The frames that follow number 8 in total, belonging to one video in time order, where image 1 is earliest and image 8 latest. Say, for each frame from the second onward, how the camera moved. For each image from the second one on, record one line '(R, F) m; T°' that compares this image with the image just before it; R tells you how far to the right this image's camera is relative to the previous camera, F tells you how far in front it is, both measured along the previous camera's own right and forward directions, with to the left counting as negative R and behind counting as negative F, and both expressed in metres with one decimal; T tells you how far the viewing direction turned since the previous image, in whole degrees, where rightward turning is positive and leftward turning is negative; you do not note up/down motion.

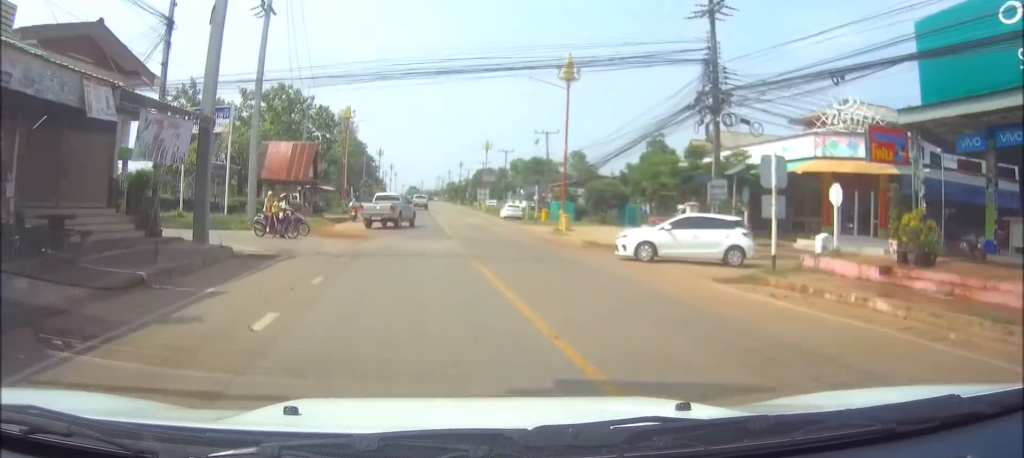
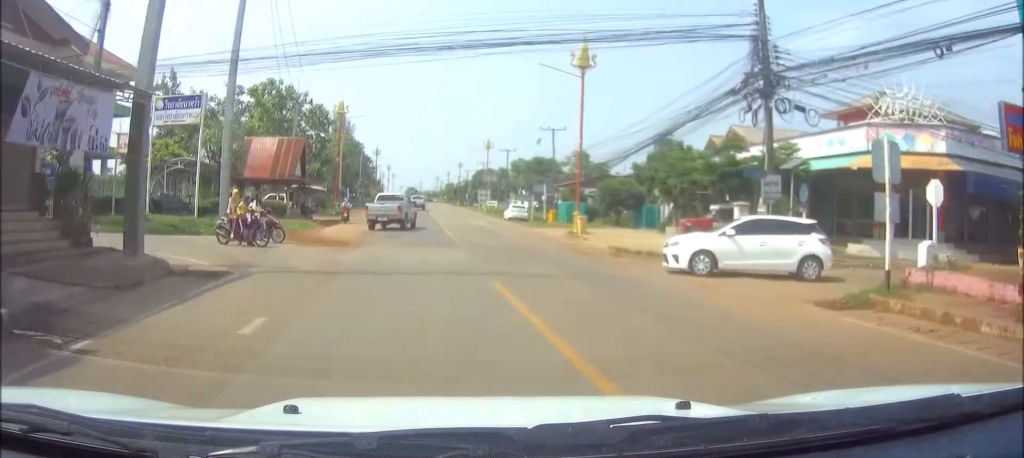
(0.0, +4.4) m; 0°
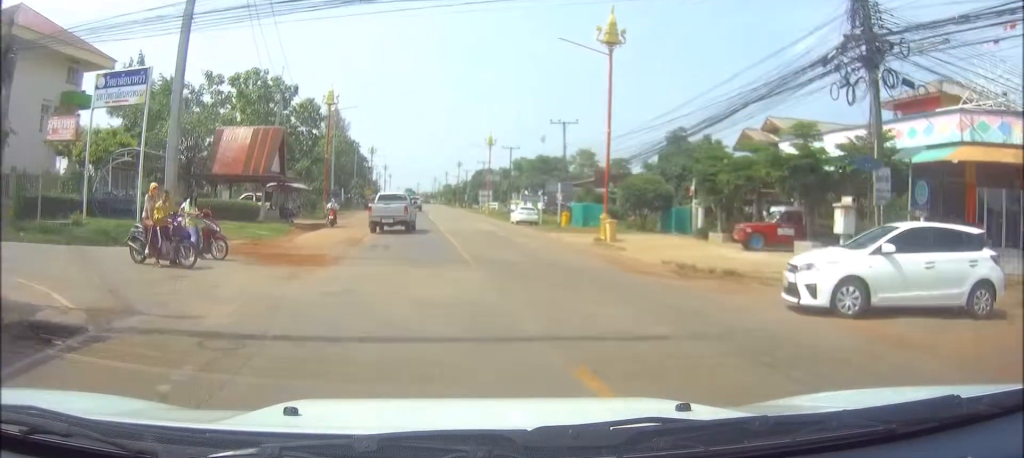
(0.0, +6.3) m; 0°
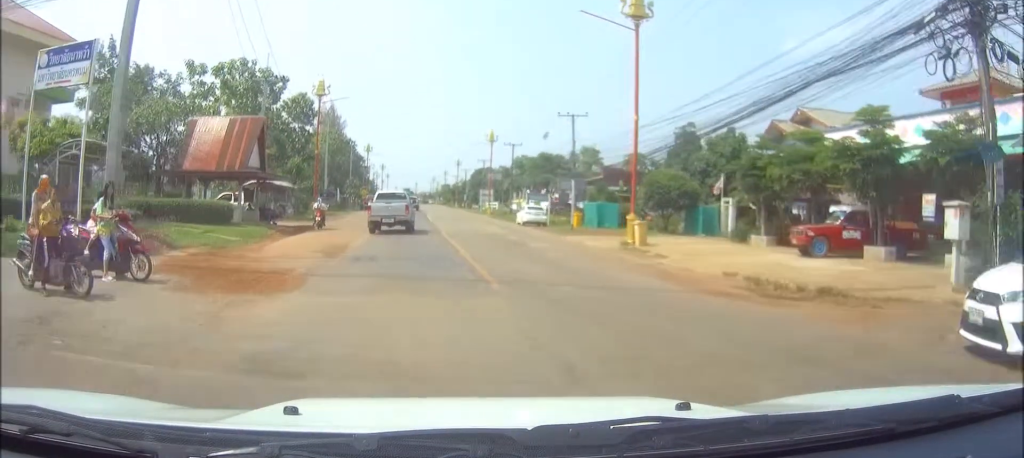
(0.0, +4.6) m; 0°
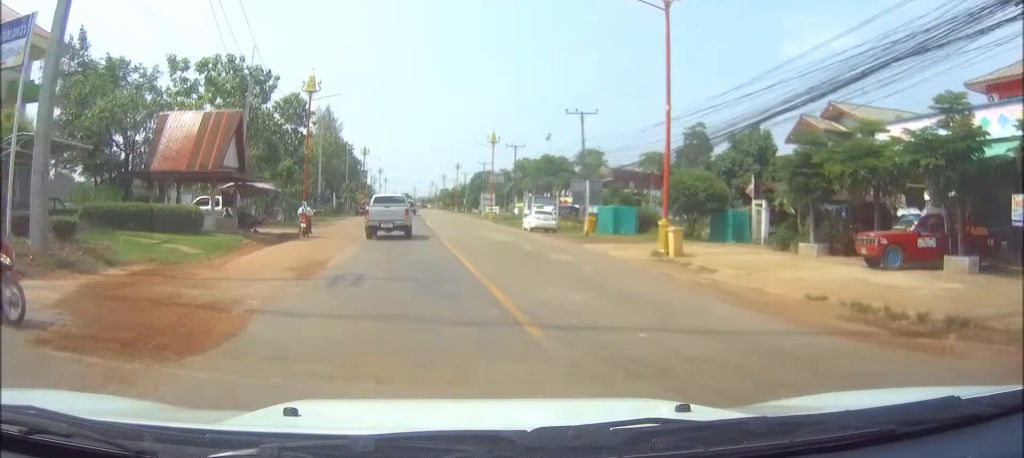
(0.0, +3.8) m; 0°
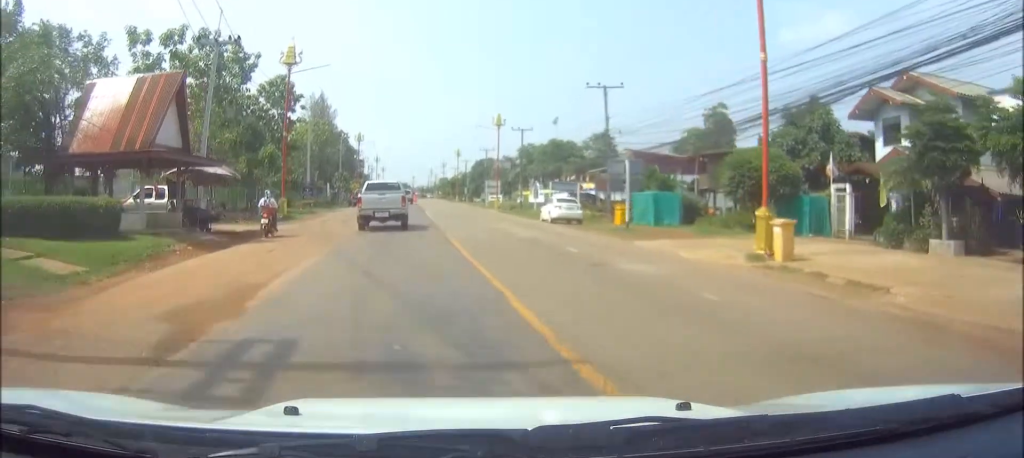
(0.0, +7.0) m; 0°
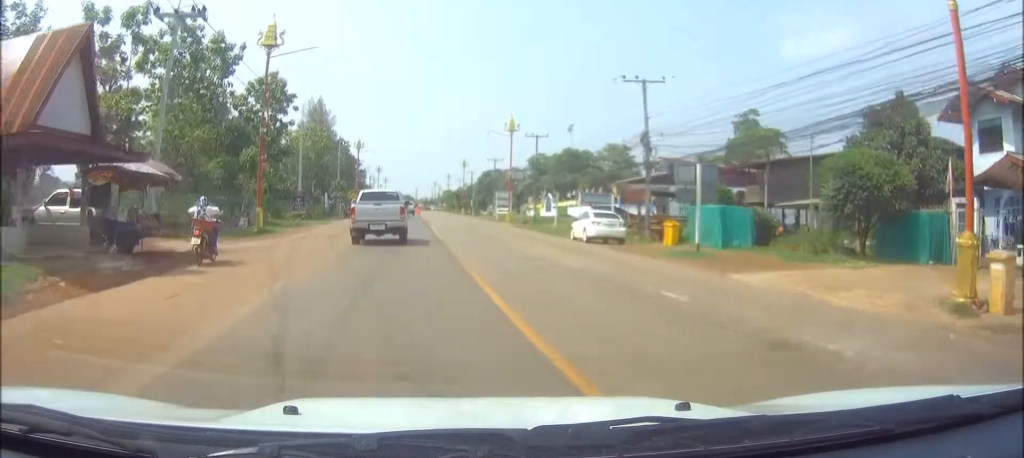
(0.0, +6.9) m; 0°
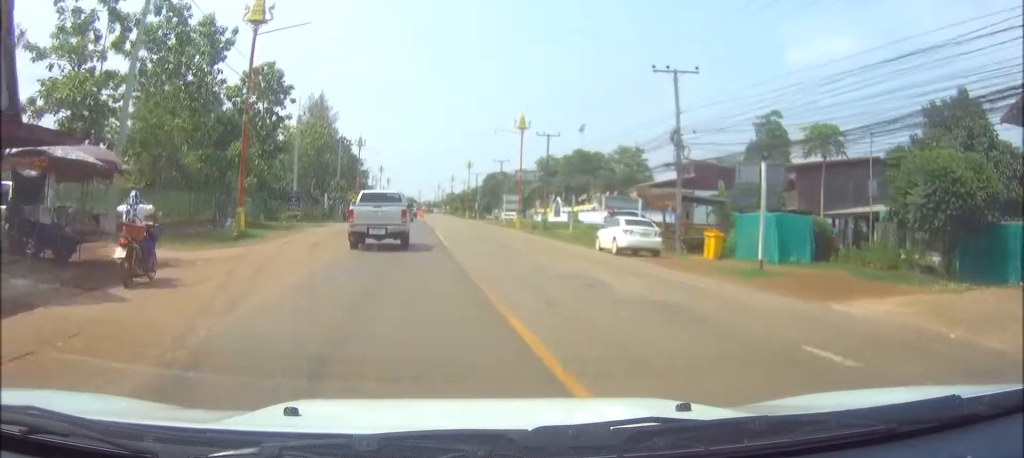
(0.0, +4.0) m; 0°
